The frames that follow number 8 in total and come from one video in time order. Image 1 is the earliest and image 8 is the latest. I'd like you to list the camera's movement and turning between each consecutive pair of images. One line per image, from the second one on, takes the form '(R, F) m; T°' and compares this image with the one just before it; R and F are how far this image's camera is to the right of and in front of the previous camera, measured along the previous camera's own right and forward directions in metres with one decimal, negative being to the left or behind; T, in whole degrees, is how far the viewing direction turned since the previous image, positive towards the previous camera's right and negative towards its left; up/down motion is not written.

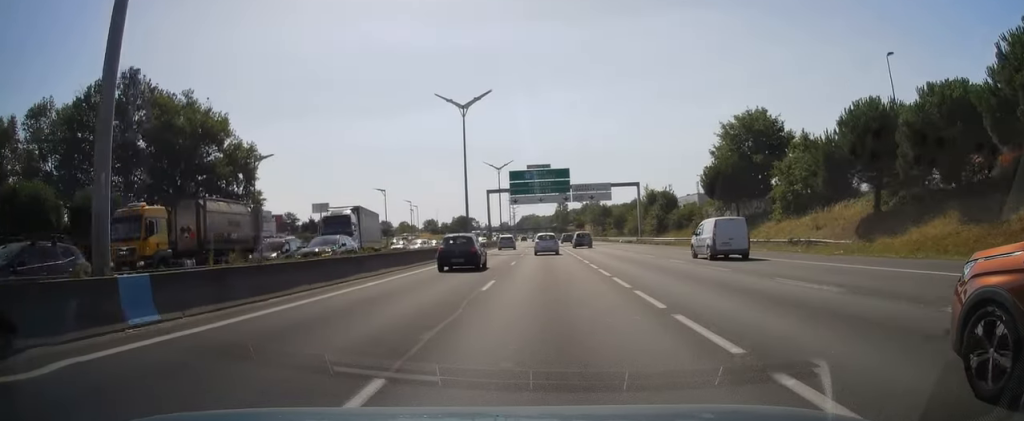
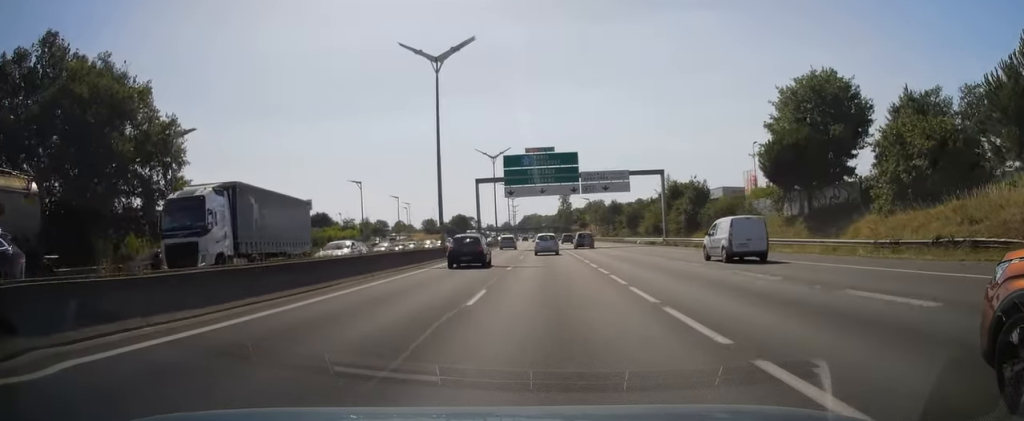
(0.0, +16.4) m; 0°
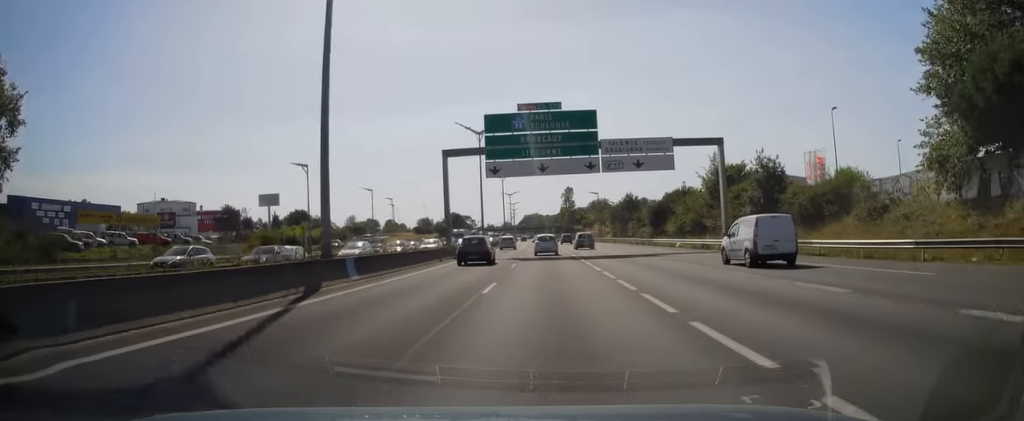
(-0.3, +23.1) m; 0°
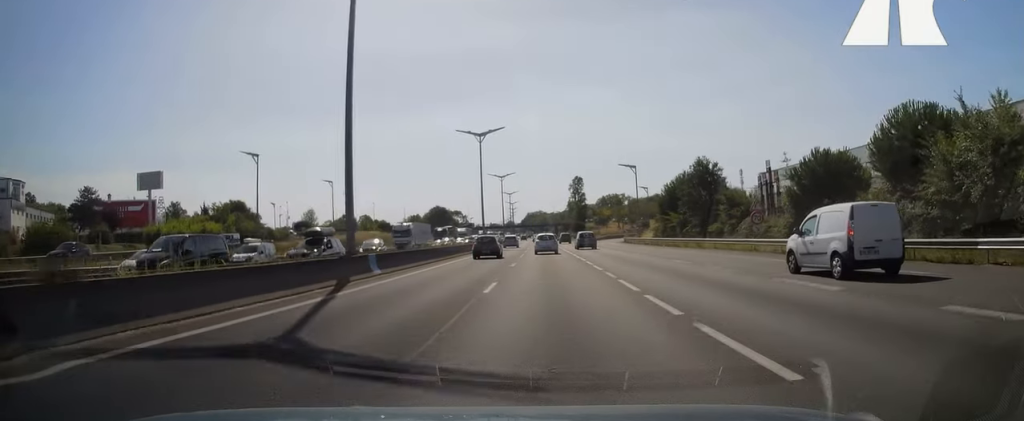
(+0.3, +52.1) m; 0°
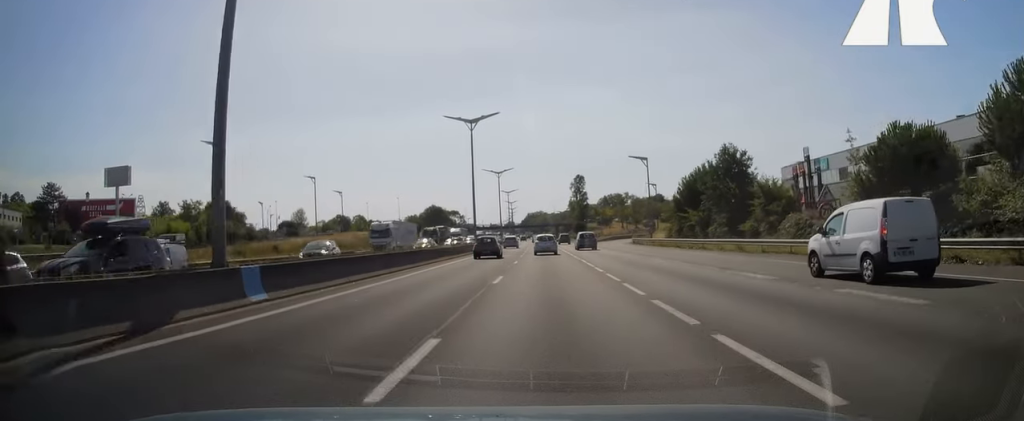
(-0.1, +9.6) m; 0°
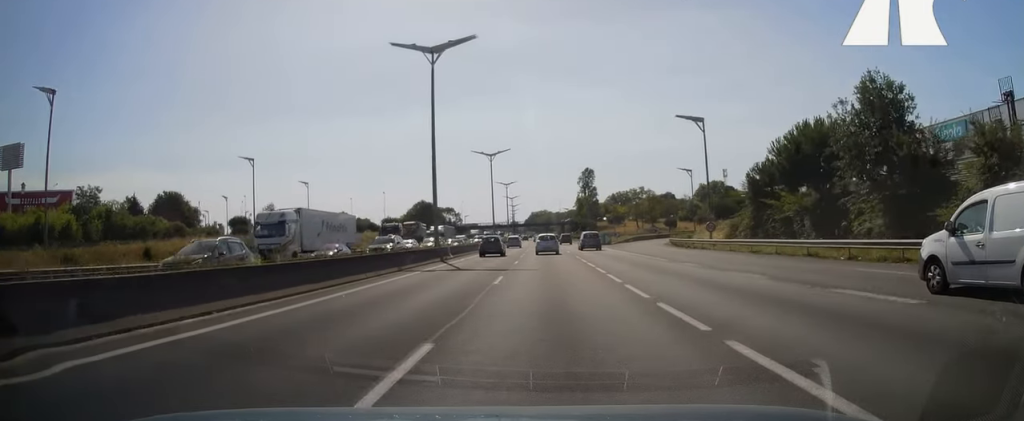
(+0.1, +26.3) m; +1°
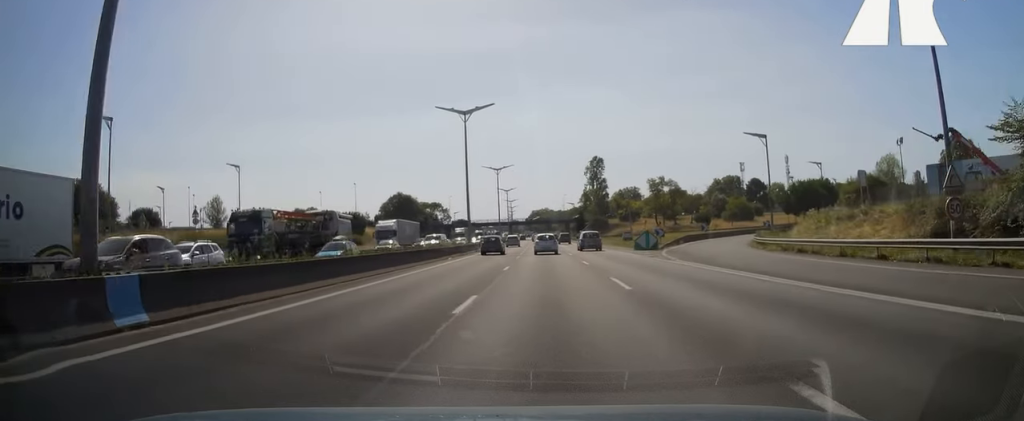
(0.0, +32.6) m; -1°
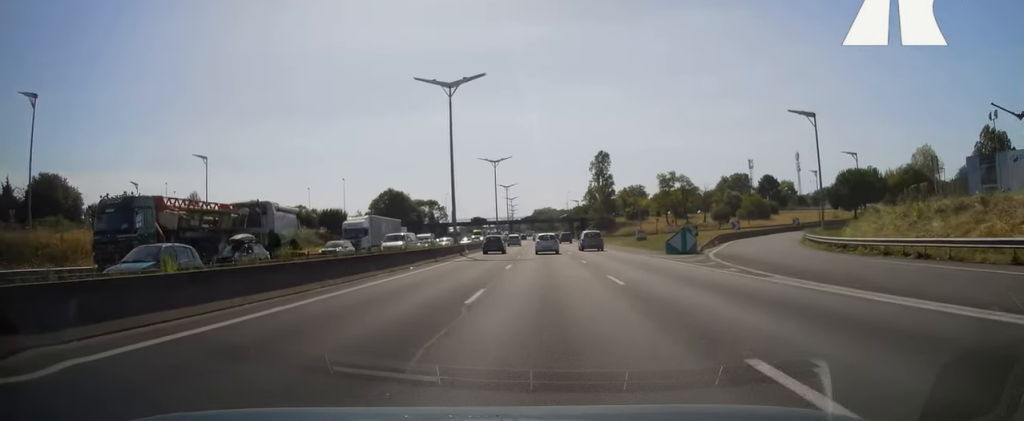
(-0.1, +11.6) m; 0°
